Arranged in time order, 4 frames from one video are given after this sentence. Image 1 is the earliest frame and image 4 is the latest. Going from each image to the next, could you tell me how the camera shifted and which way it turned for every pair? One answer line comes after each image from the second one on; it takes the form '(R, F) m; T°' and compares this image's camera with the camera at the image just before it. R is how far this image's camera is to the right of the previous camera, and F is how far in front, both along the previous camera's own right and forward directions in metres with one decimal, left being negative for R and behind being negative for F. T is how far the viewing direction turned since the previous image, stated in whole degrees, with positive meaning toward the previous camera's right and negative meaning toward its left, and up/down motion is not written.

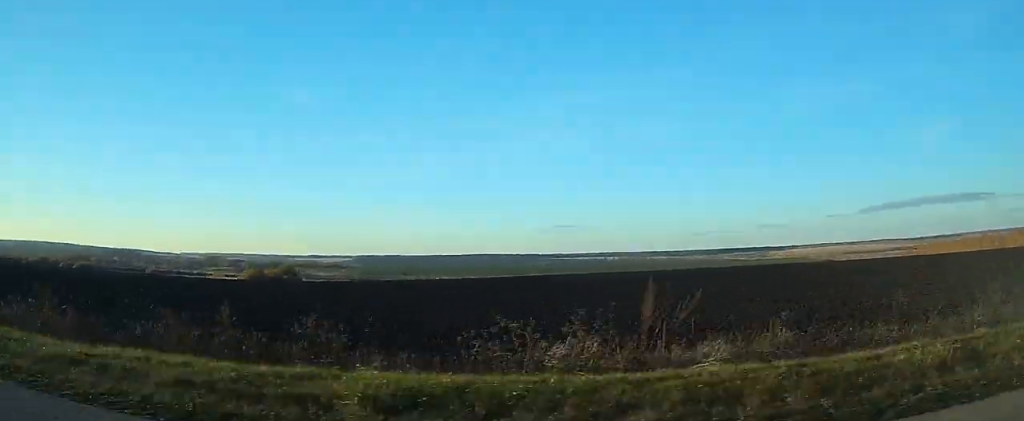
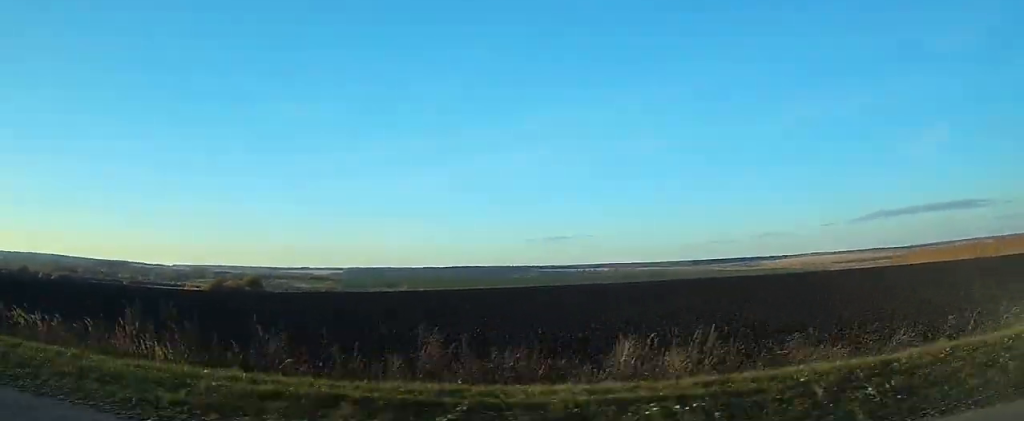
(0.0, +21.8) m; 0°
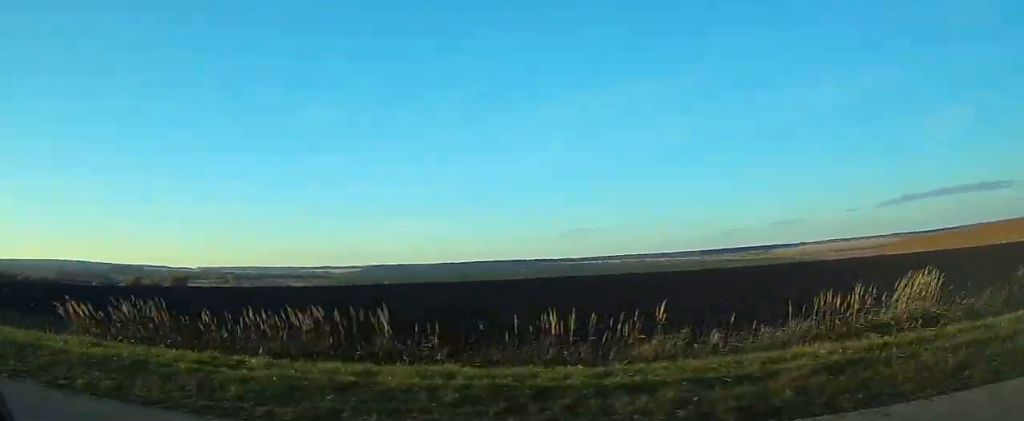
(0.0, +96.2) m; 0°
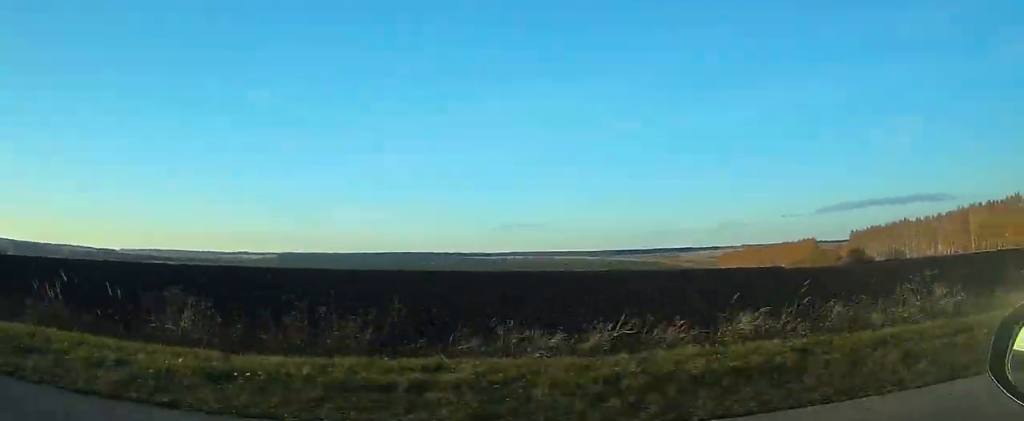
(+6.3, +161.6) m; 0°
